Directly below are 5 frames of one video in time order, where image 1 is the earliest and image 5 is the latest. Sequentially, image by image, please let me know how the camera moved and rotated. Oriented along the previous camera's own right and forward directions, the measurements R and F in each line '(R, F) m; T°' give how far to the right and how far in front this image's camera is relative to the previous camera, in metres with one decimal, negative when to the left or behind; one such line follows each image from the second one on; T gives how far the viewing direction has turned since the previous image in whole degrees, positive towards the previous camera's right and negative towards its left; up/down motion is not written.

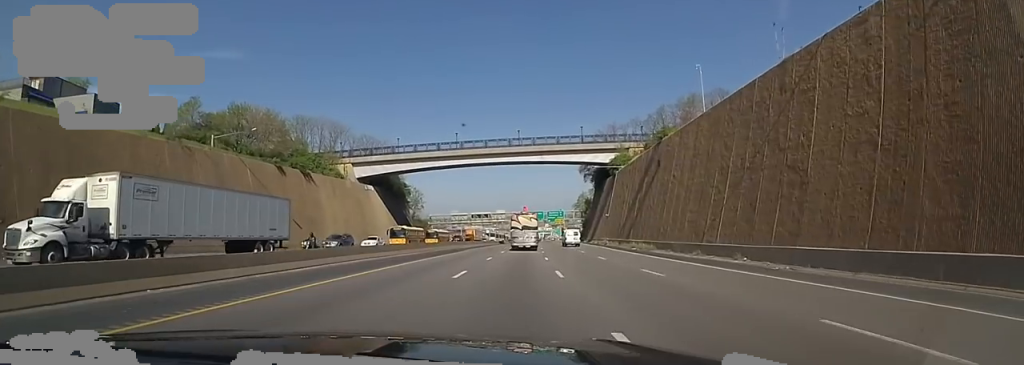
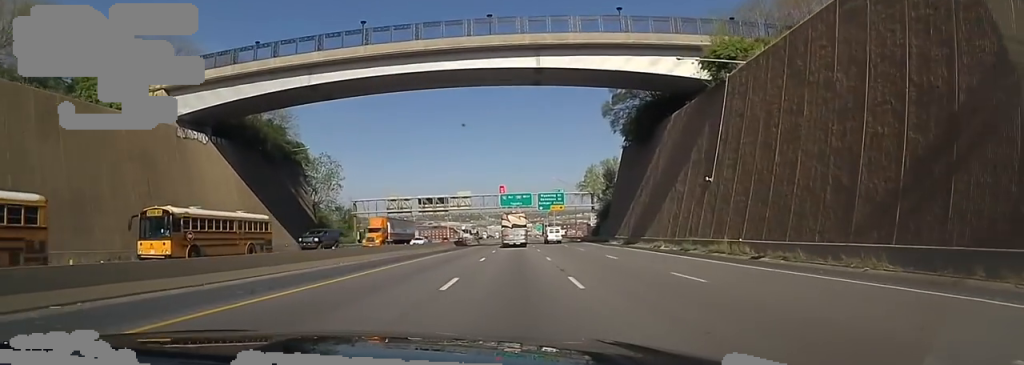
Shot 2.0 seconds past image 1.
(+0.8, +53.3) m; +1°
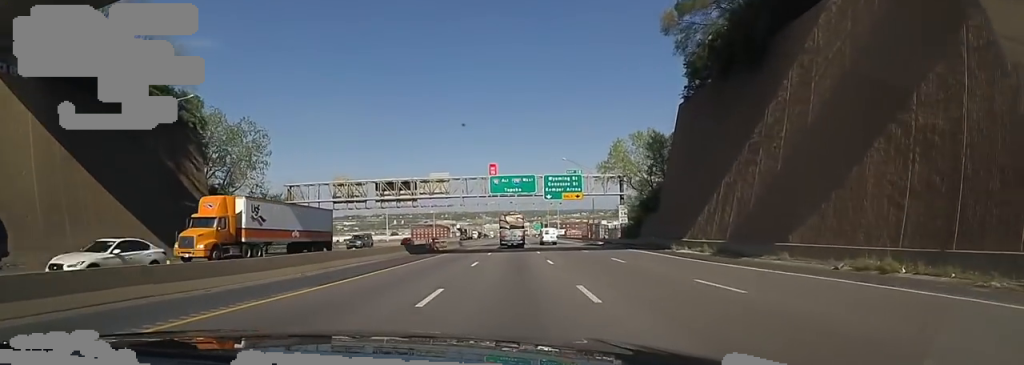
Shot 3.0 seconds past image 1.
(-1.5, +27.1) m; -1°
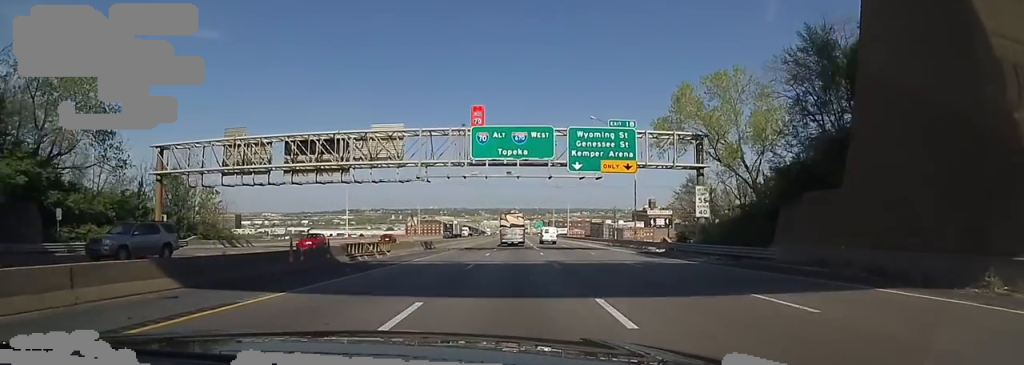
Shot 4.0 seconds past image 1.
(+1.3, +27.5) m; +3°
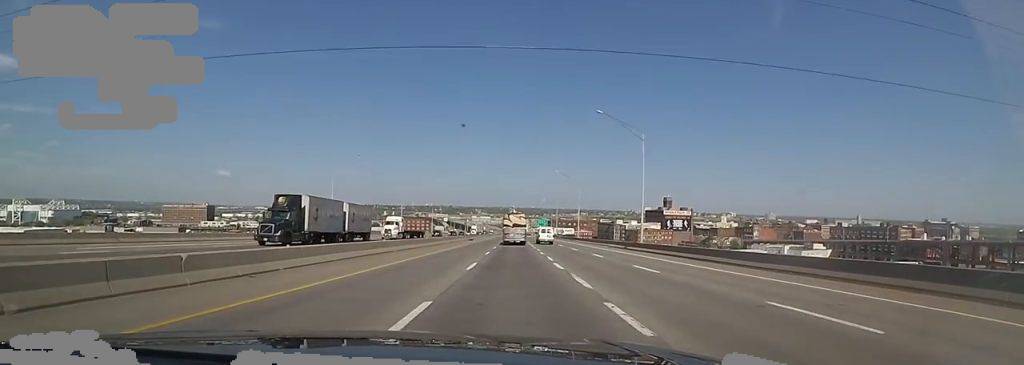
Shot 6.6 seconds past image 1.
(+0.2, +71.4) m; 0°
